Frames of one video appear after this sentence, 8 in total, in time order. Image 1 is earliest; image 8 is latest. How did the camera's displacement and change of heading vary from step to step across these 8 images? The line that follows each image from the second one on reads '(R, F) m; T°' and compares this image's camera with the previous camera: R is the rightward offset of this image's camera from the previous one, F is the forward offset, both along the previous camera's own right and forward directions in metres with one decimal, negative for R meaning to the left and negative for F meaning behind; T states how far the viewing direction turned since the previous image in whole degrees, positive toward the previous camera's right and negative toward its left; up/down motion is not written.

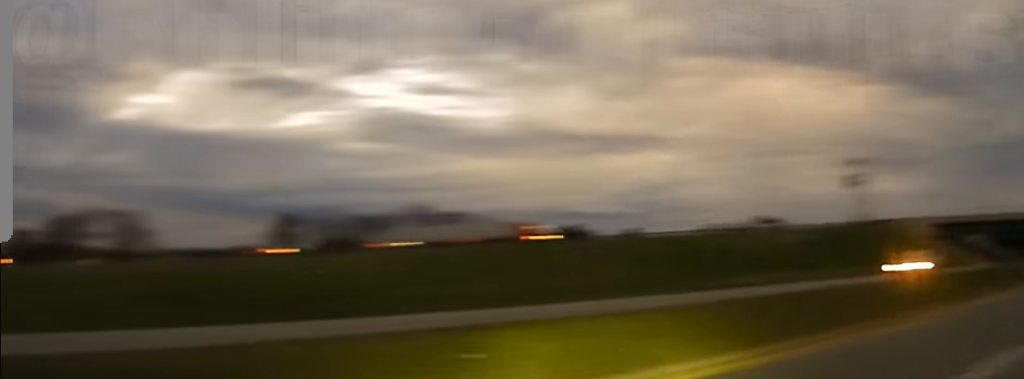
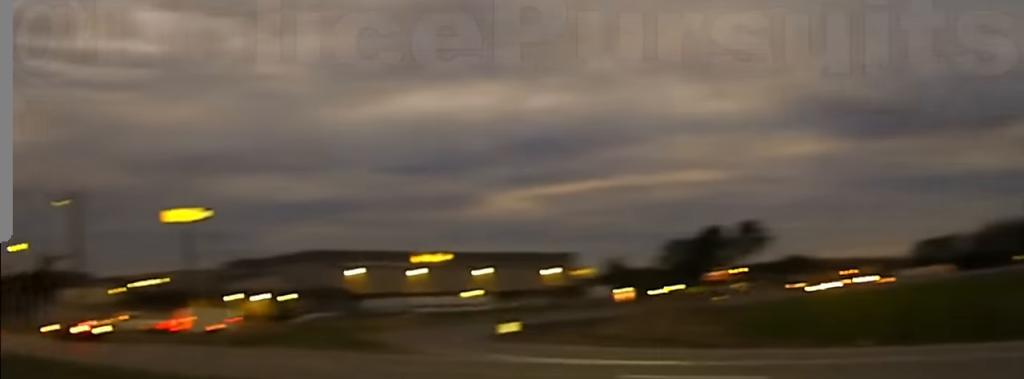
(-3.2, +5.1) m; -62°
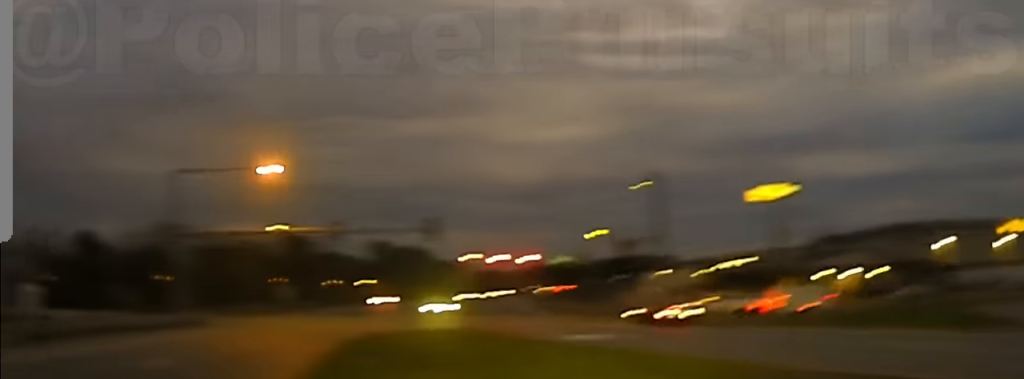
(-1.3, +3.9) m; -25°
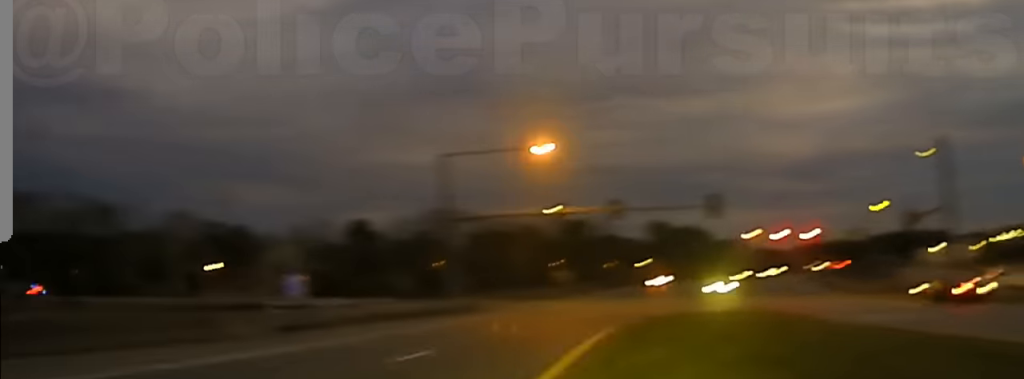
(-0.2, +2.5) m; -13°
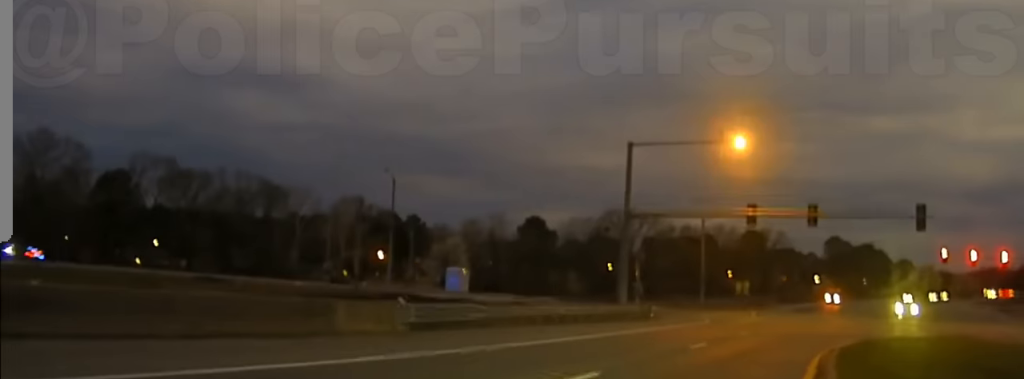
(-0.6, +7.1) m; -2°
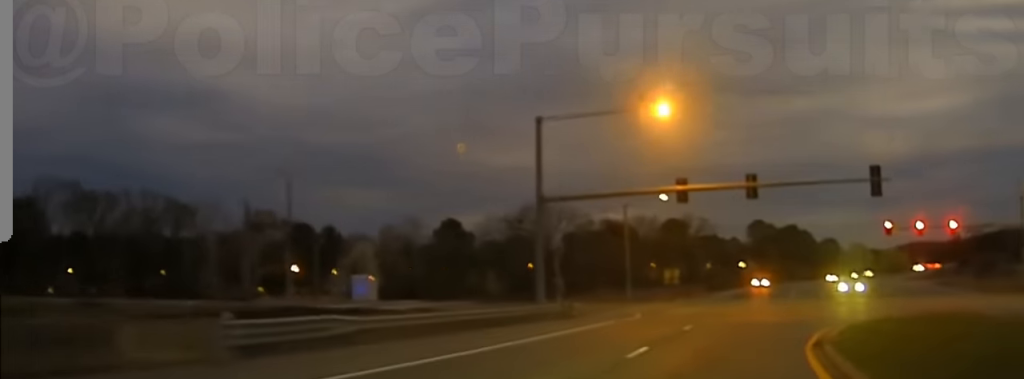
(0.0, +7.3) m; +2°
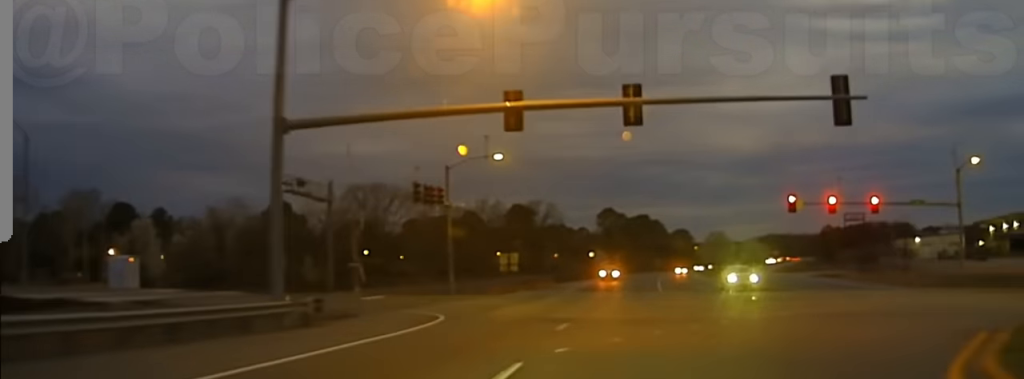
(+1.0, +16.4) m; +8°
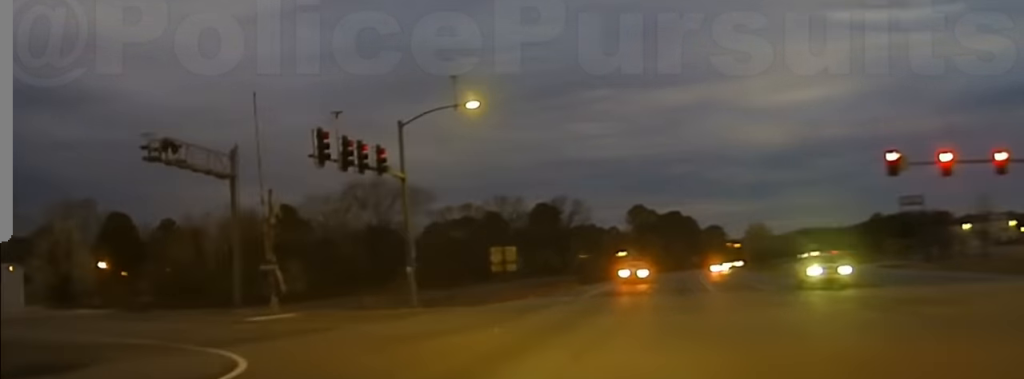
(+0.5, +16.6) m; -2°
